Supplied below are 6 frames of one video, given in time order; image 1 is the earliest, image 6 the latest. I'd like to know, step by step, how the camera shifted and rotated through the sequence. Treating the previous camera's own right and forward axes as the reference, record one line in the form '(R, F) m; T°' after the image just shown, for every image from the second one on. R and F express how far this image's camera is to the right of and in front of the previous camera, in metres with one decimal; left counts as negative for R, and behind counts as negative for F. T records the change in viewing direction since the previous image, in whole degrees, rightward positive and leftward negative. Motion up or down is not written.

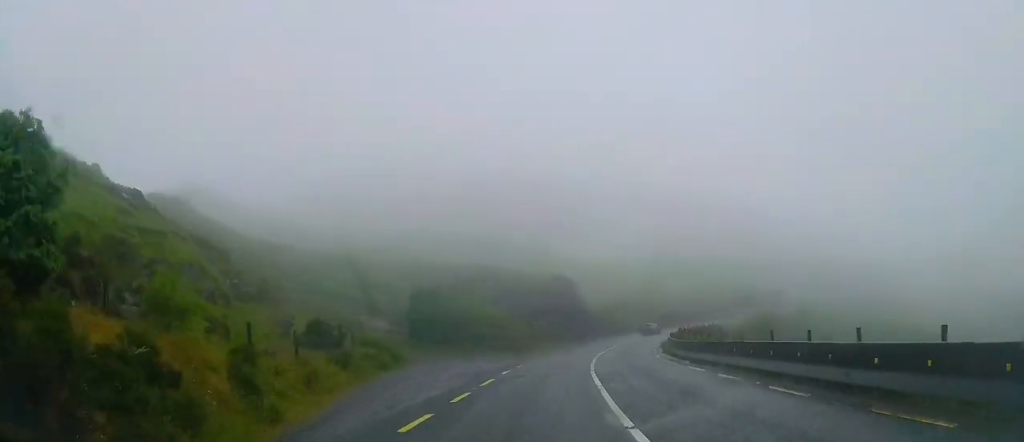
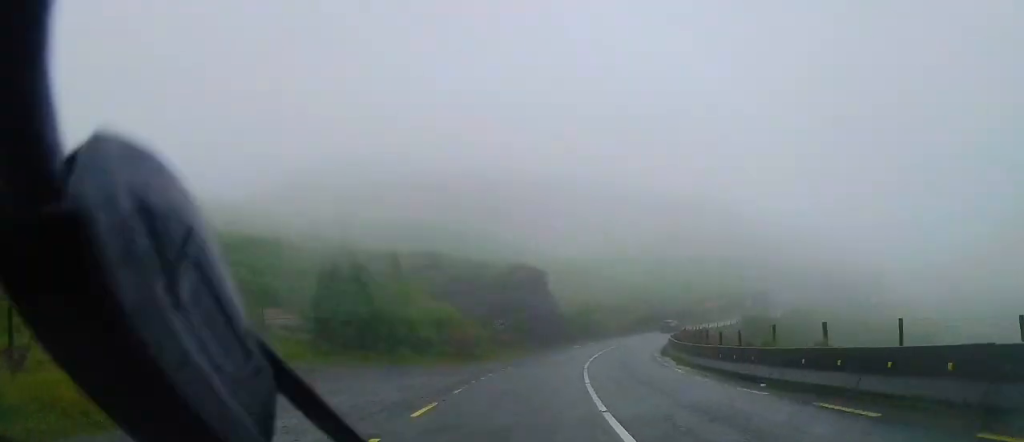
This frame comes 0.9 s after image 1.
(+0.6, +11.1) m; +7°
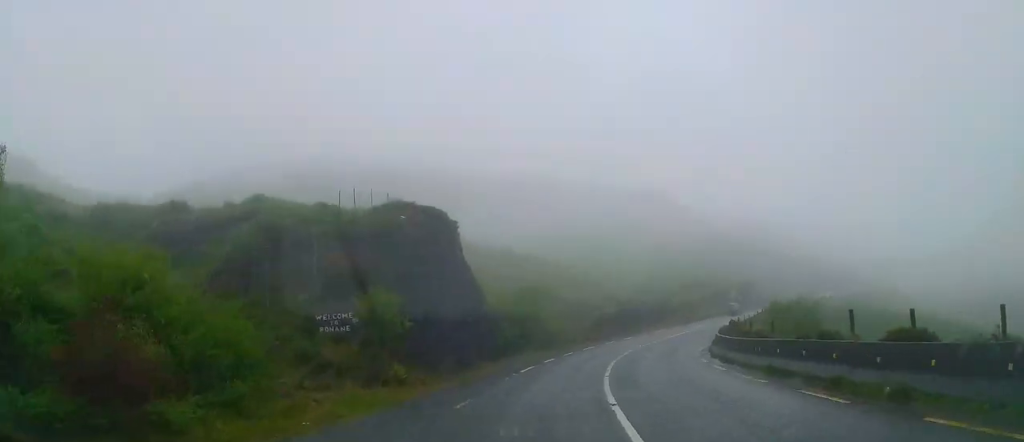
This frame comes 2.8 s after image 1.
(+3.4, +24.1) m; +12°
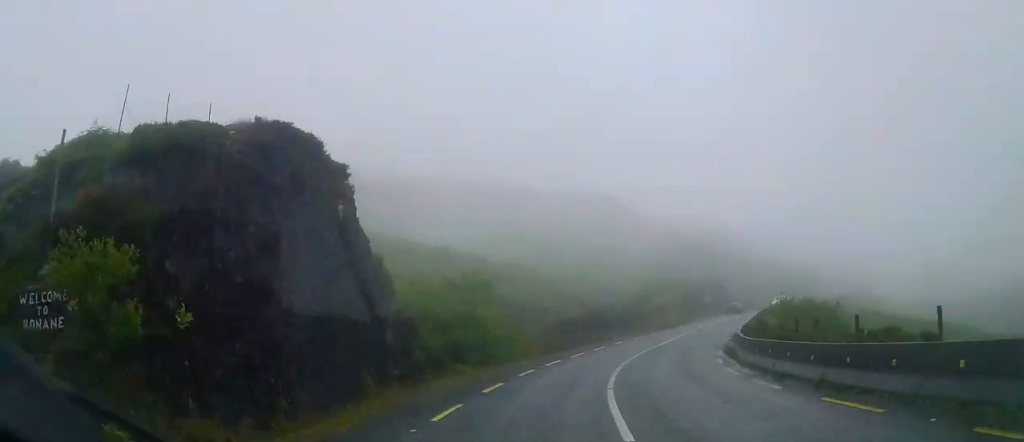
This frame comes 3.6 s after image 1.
(+0.1, +10.4) m; +3°
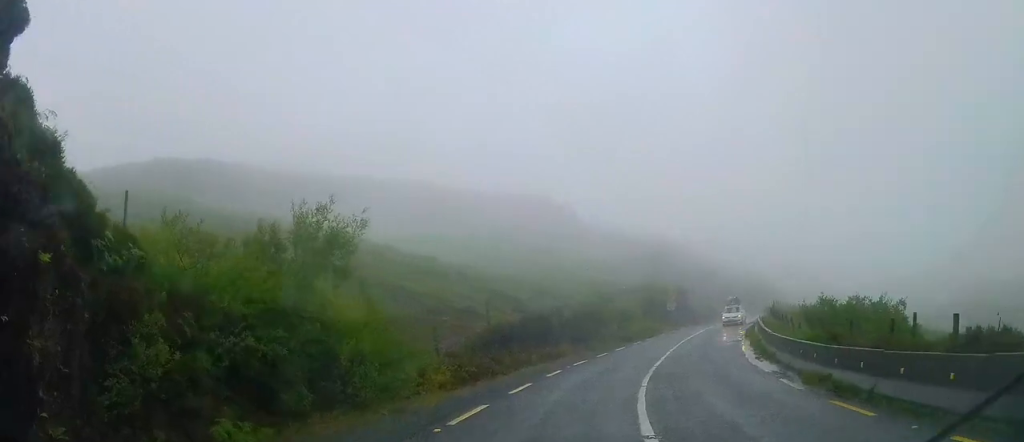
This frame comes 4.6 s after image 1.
(+0.5, +13.1) m; +5°
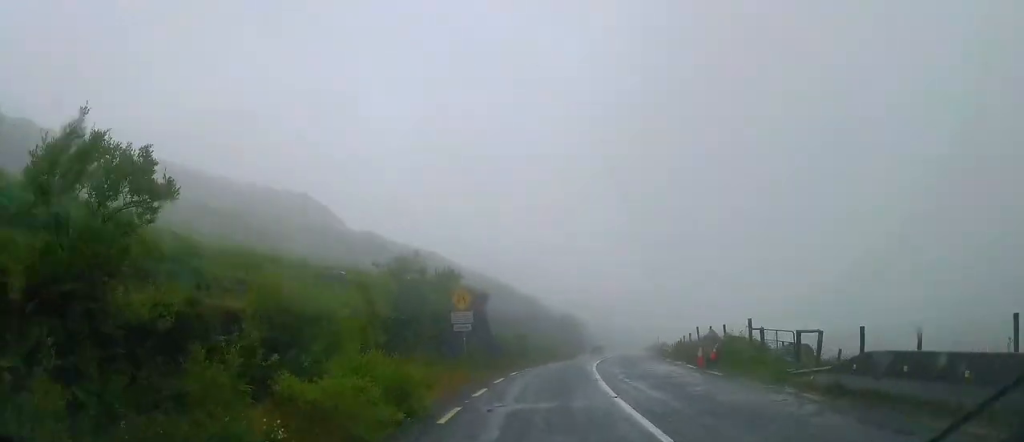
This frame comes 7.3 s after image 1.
(+7.5, +34.7) m; +27°
